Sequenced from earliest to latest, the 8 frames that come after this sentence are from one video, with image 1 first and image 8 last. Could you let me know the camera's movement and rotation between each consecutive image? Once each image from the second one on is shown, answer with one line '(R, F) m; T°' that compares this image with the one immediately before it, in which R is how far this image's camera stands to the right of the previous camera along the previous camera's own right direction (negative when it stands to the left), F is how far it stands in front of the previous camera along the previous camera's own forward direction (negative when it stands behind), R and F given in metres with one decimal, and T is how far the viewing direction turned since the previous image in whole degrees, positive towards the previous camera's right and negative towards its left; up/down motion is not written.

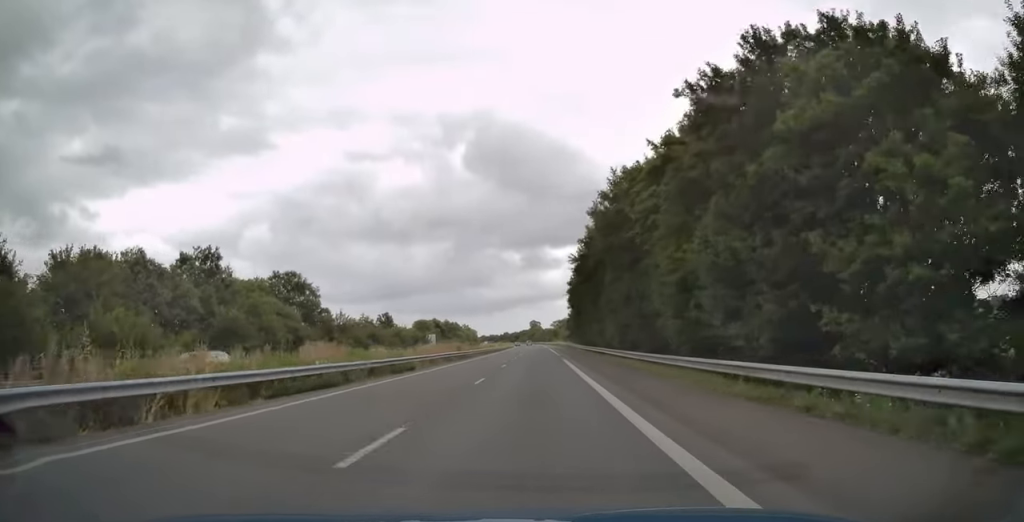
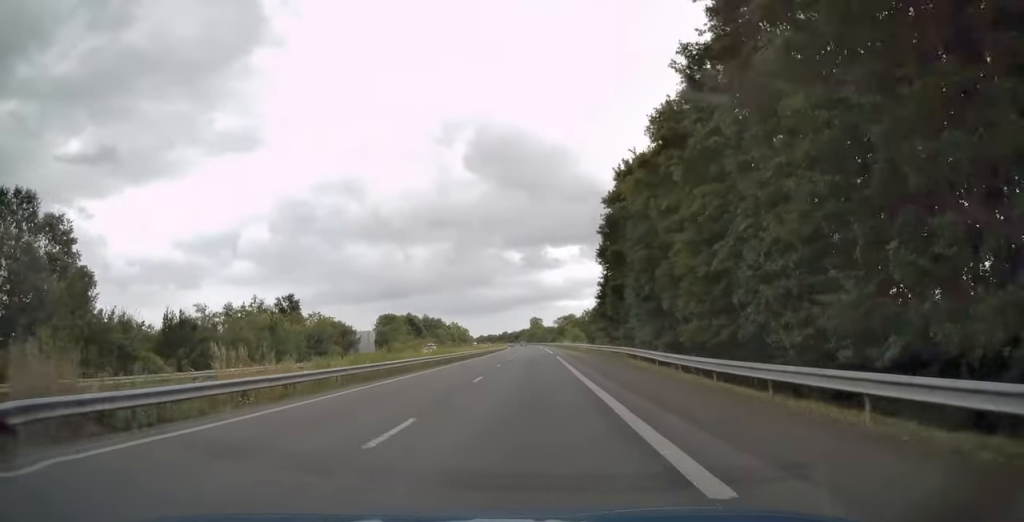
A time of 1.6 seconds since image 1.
(+0.5, +49.8) m; 0°
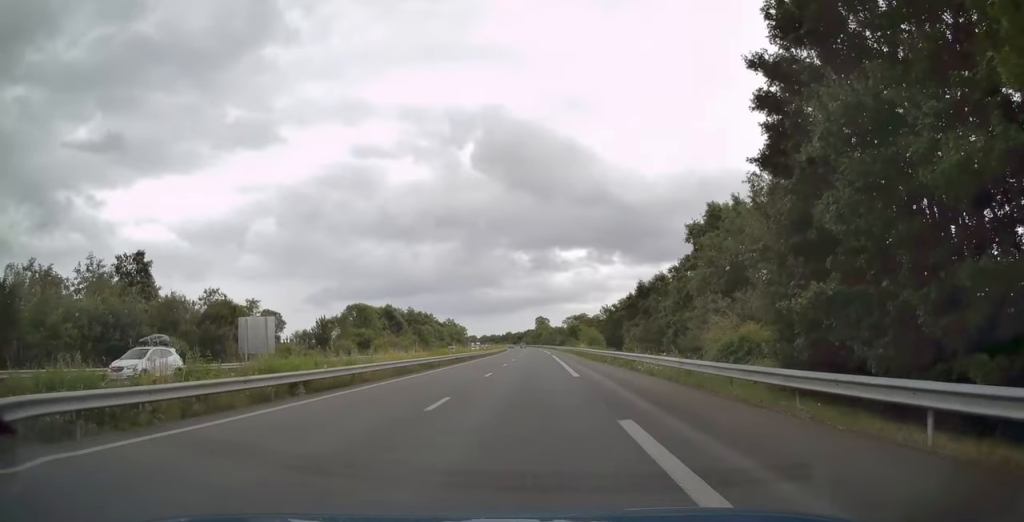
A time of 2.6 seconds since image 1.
(-0.4, +33.7) m; -1°
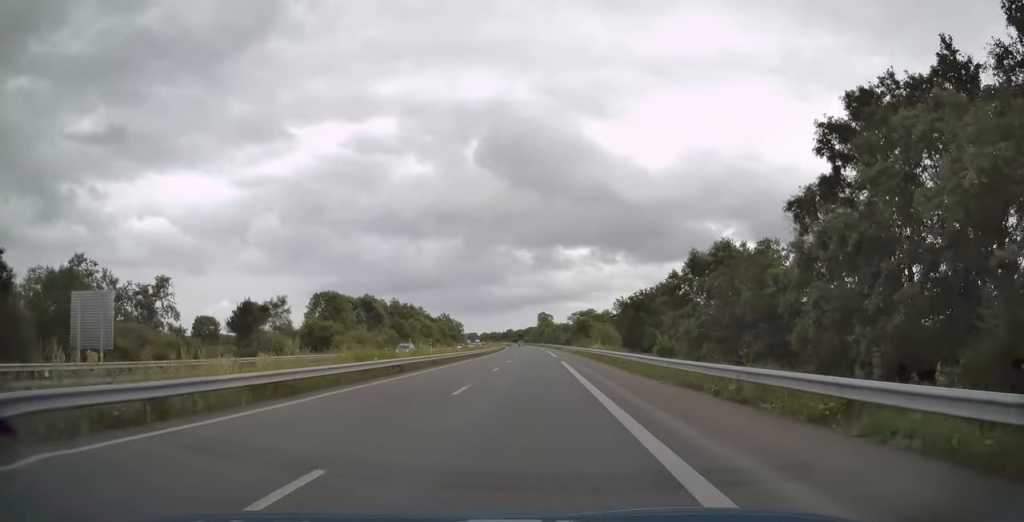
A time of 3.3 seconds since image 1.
(0.0, +22.0) m; 0°
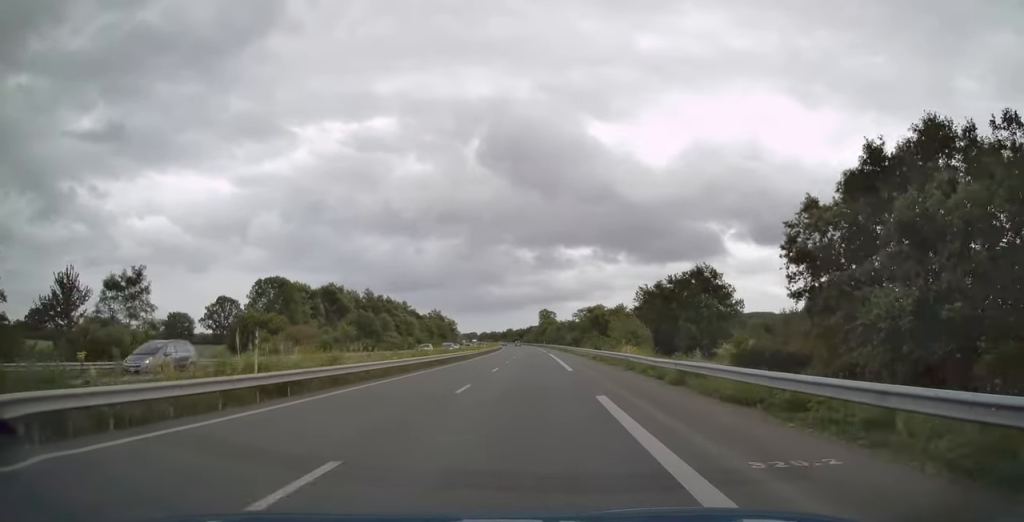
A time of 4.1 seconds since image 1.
(0.0, +25.2) m; 0°
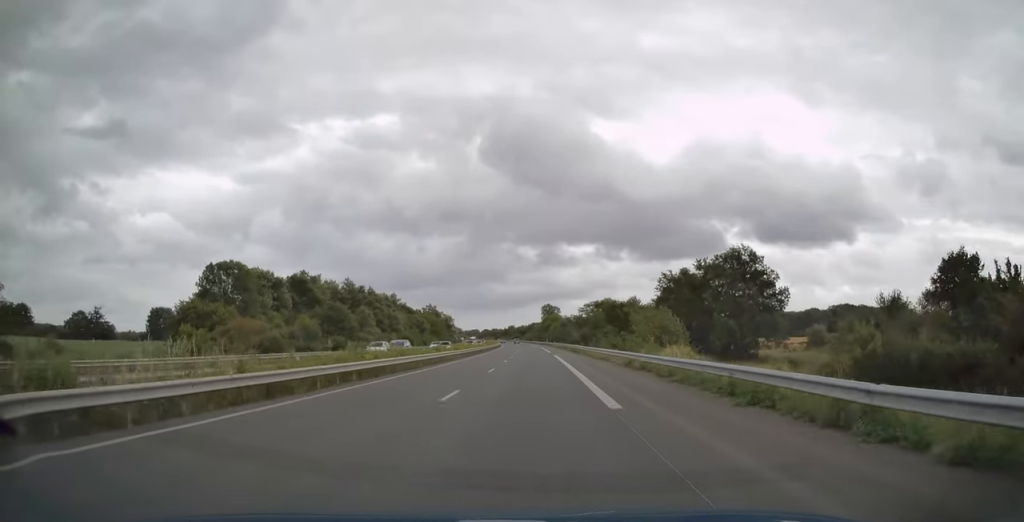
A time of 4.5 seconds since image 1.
(0.0, +15.5) m; 0°
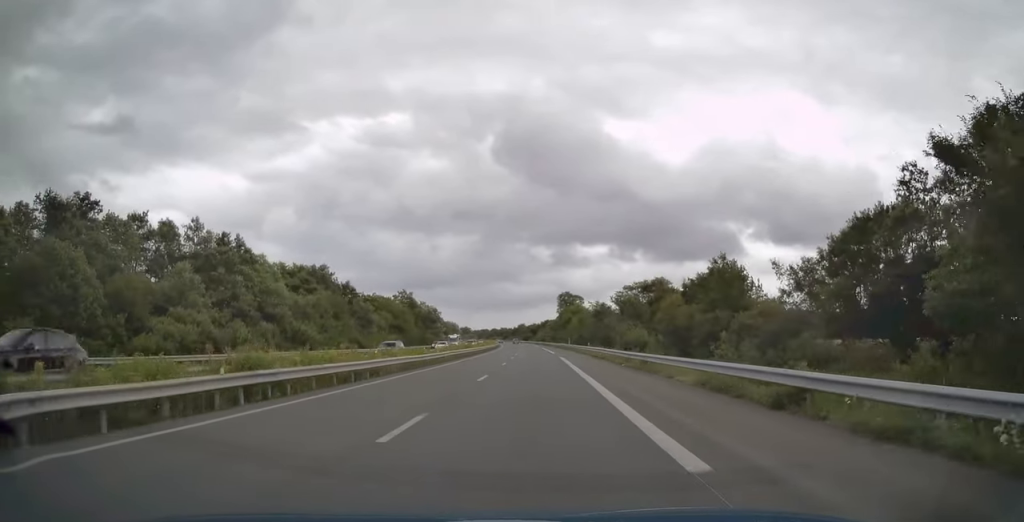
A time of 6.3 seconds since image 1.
(-0.7, +56.8) m; -2°
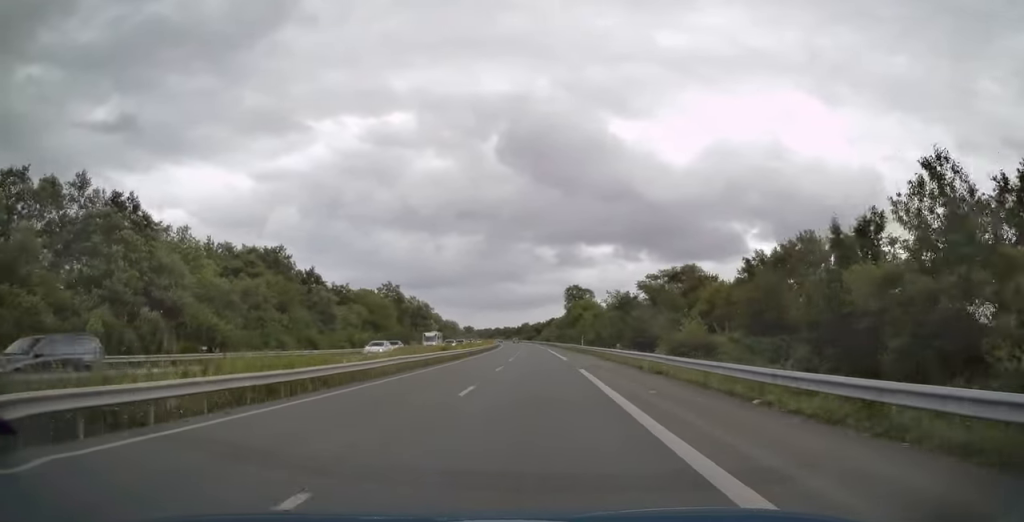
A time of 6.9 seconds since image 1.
(-0.1, +18.7) m; 0°
